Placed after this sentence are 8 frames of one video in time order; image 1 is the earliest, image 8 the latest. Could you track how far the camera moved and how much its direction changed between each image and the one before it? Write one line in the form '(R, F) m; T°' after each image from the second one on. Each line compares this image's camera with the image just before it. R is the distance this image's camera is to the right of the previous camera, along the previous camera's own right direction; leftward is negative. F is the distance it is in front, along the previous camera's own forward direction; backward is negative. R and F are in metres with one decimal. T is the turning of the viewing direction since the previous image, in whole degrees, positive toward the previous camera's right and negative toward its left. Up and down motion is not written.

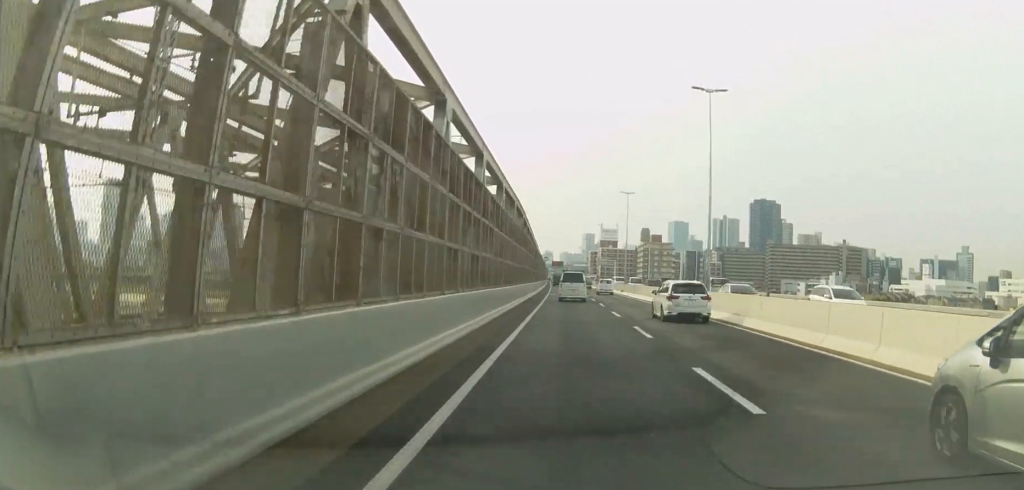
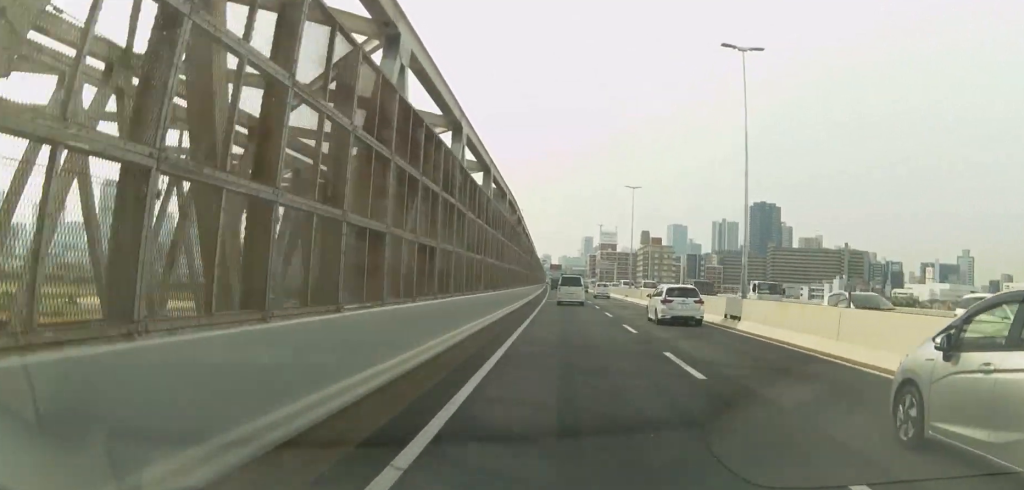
(0.0, +6.7) m; 0°
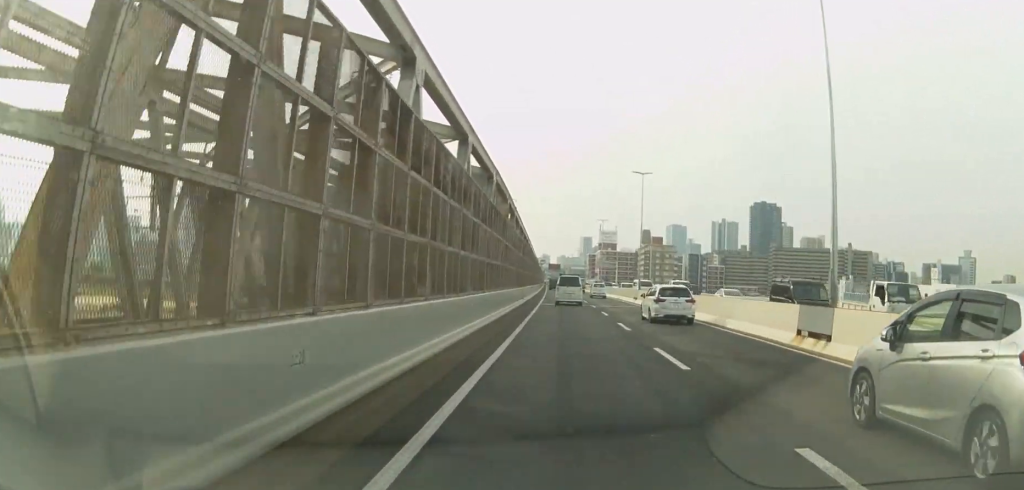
(0.0, +9.0) m; 0°
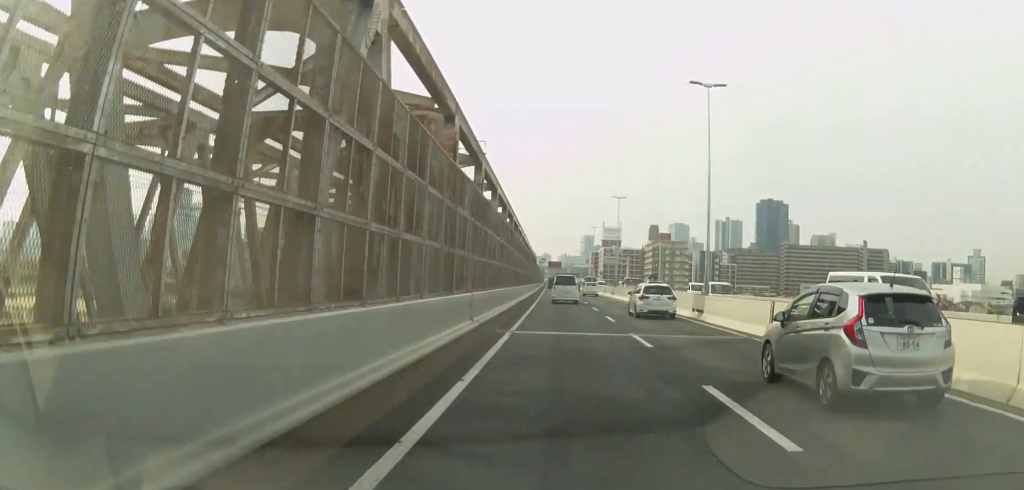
(+0.3, +27.8) m; +1°
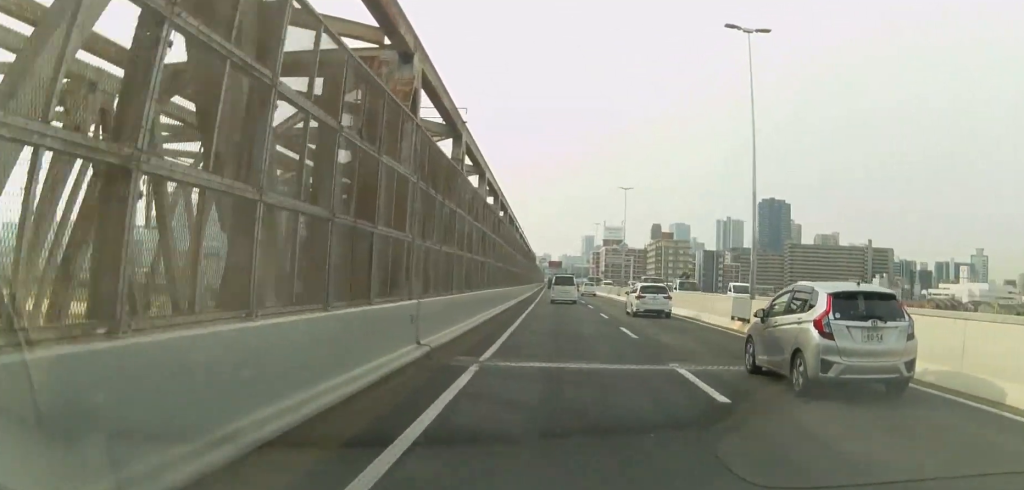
(+0.1, +8.3) m; 0°
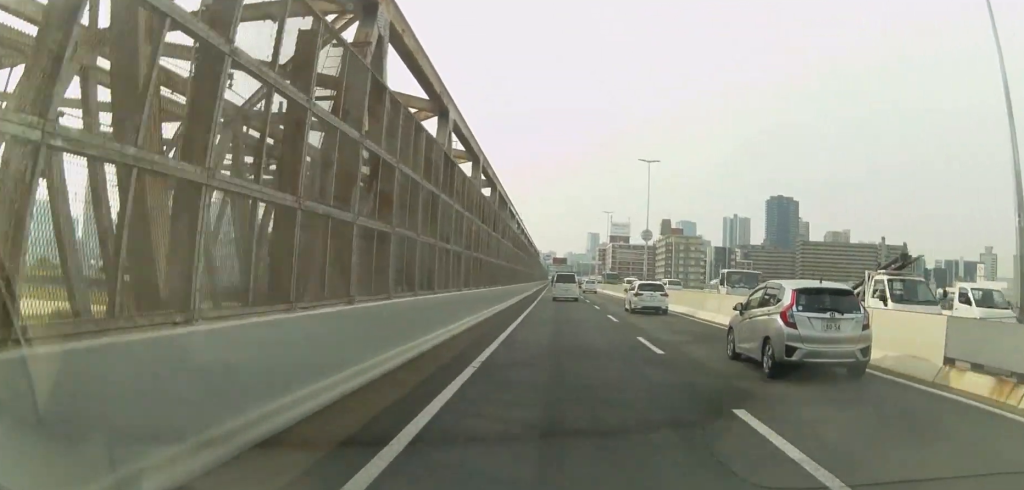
(-0.2, +16.0) m; -1°
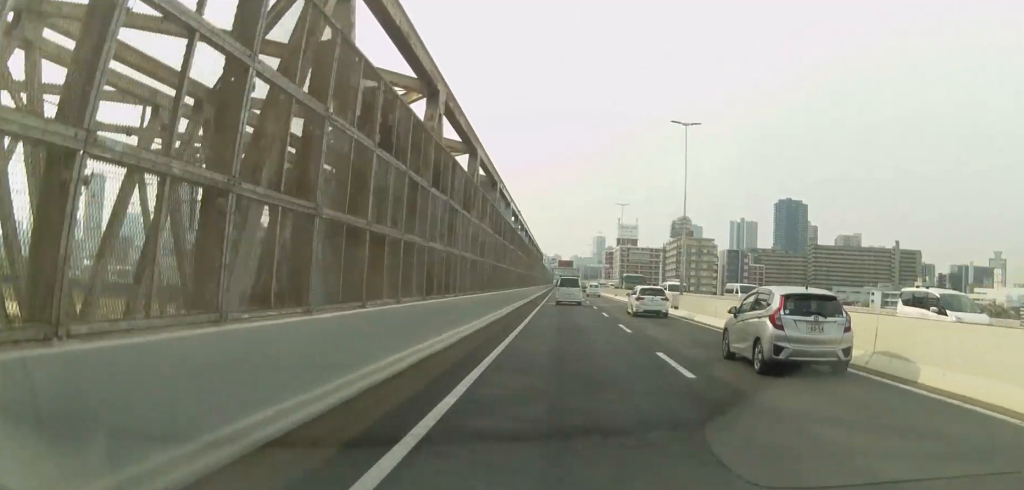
(0.0, +12.9) m; 0°
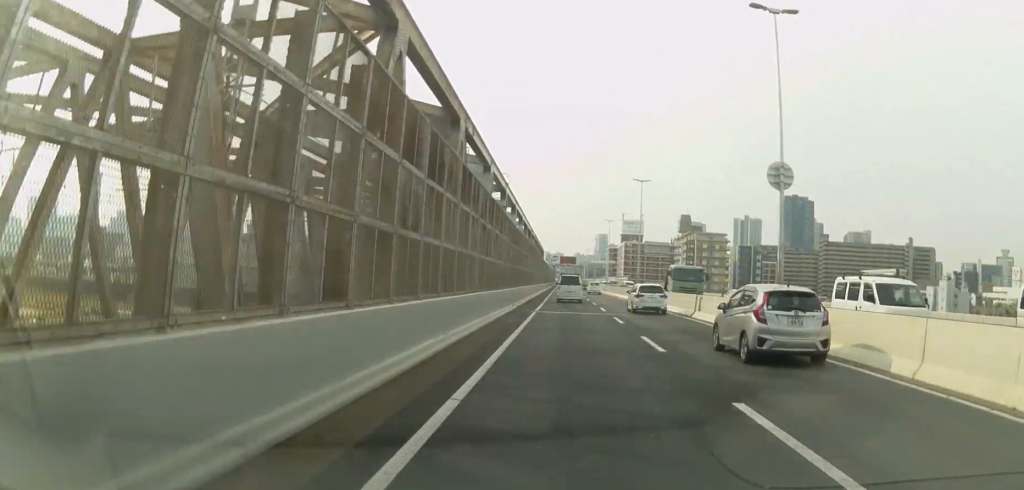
(0.0, +14.4) m; 0°
